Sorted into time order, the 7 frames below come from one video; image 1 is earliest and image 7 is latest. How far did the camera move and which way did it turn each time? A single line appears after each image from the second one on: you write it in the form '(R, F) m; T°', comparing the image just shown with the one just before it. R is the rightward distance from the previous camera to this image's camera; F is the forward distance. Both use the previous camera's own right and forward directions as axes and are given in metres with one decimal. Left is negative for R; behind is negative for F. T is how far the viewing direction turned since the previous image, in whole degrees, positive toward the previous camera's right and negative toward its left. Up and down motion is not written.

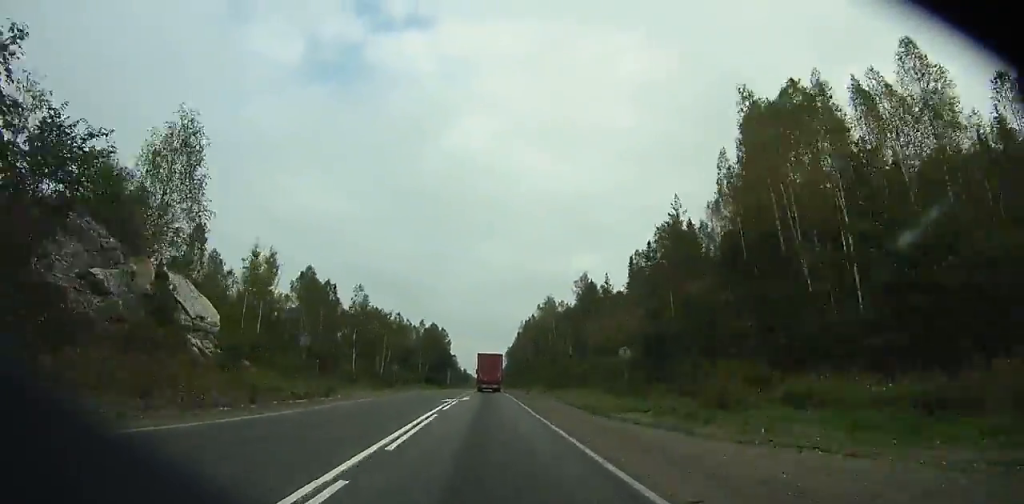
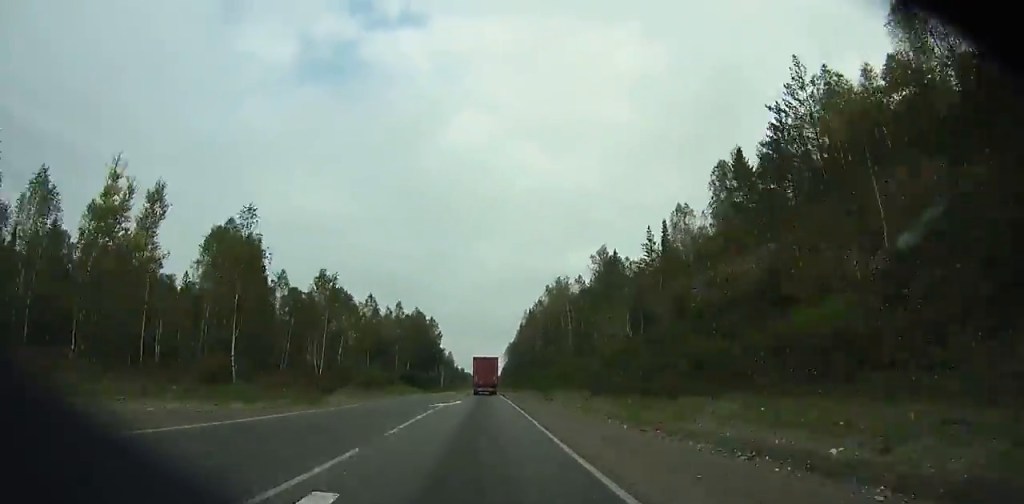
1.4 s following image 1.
(+0.1, +30.3) m; 0°
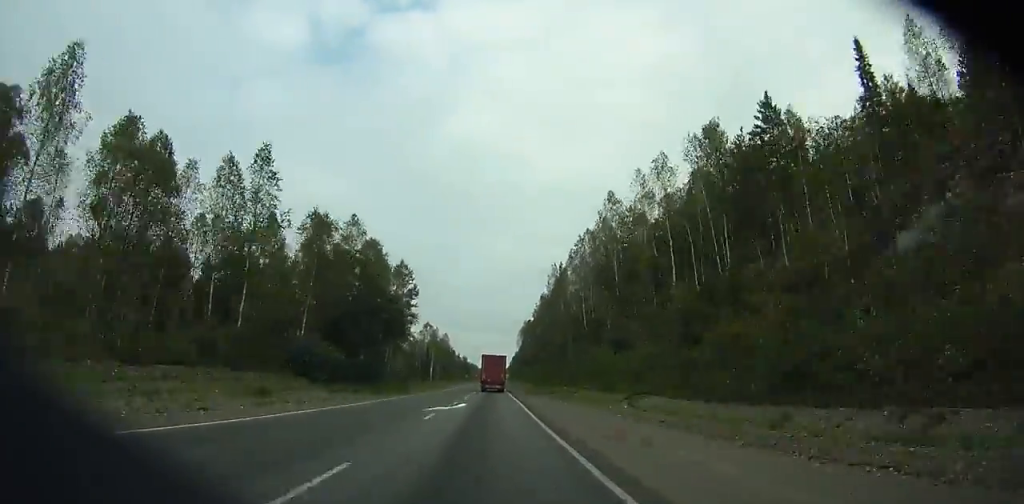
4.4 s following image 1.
(+0.1, +63.0) m; 0°
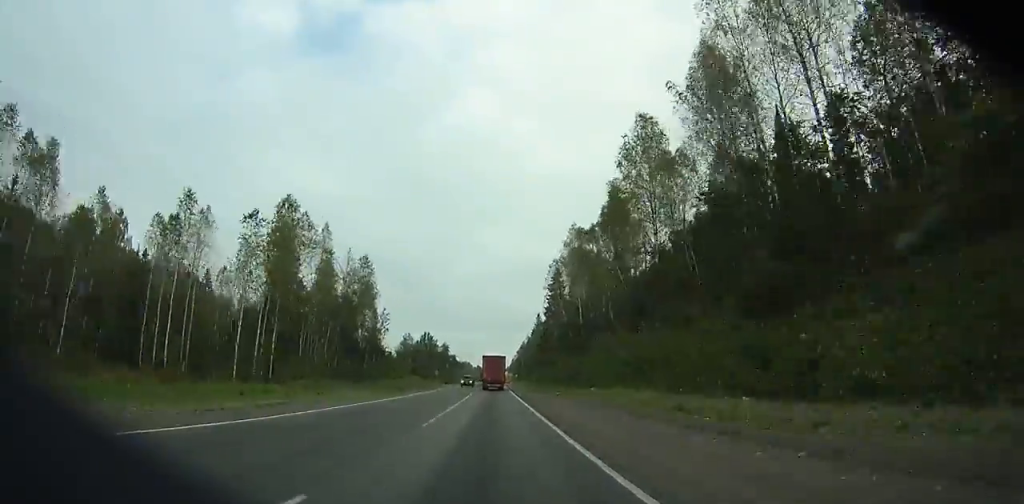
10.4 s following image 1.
(-5.0, +114.9) m; -5°
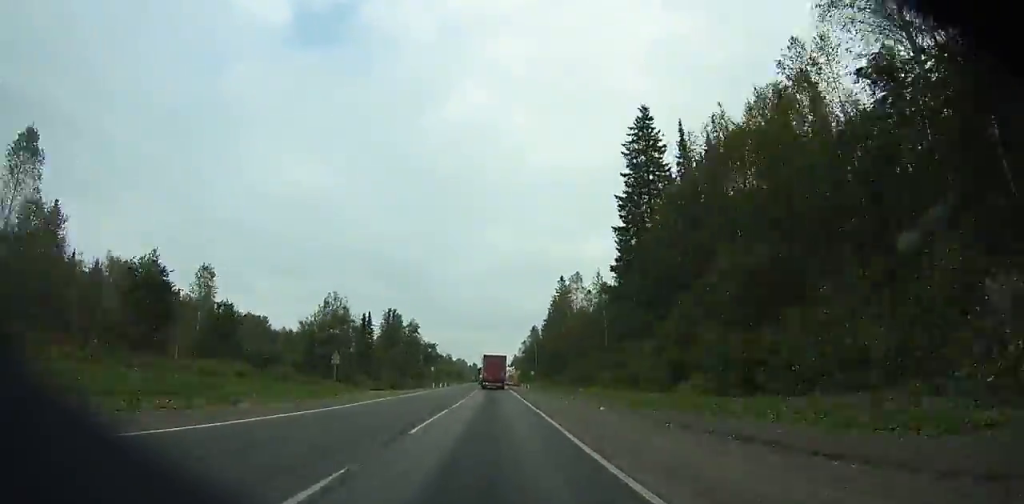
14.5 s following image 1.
(+6.2, +78.2) m; +8°
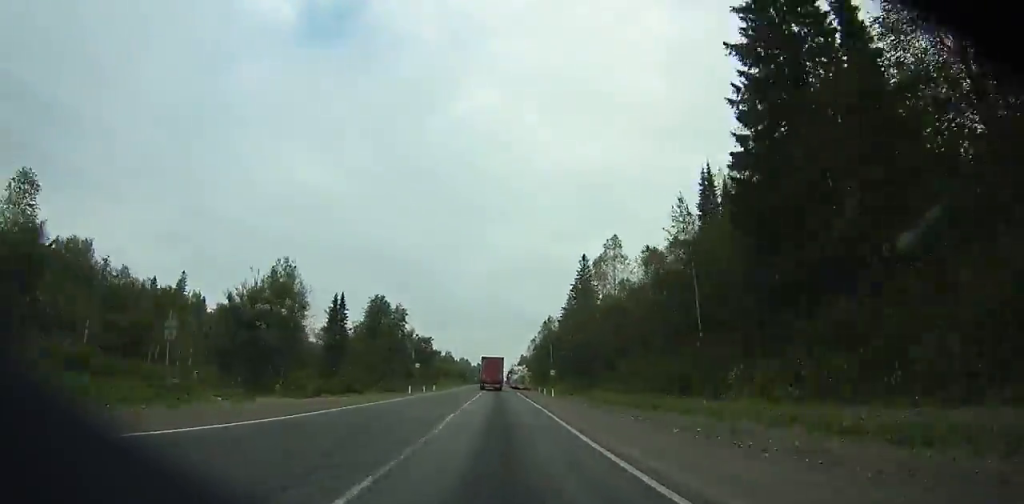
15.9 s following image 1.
(+1.1, +30.9) m; +1°
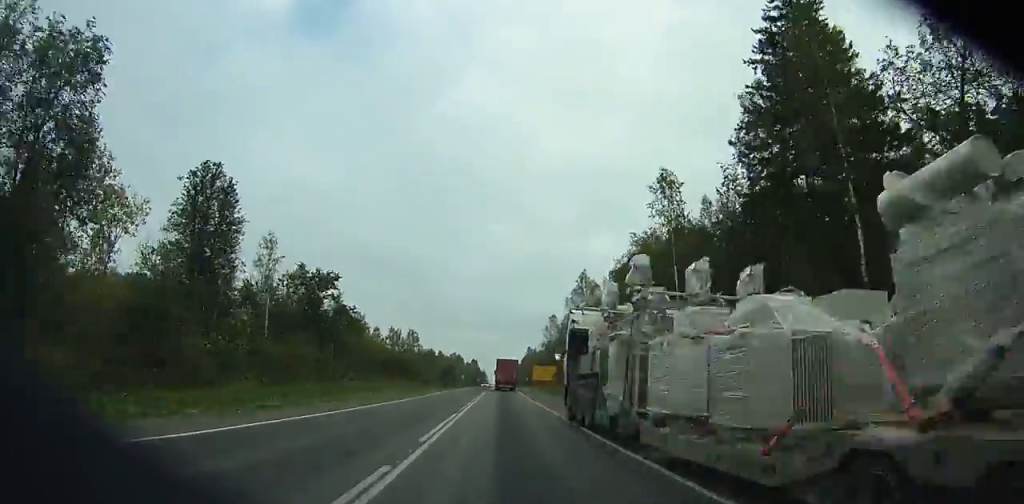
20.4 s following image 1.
(-5.8, +96.1) m; -4°
